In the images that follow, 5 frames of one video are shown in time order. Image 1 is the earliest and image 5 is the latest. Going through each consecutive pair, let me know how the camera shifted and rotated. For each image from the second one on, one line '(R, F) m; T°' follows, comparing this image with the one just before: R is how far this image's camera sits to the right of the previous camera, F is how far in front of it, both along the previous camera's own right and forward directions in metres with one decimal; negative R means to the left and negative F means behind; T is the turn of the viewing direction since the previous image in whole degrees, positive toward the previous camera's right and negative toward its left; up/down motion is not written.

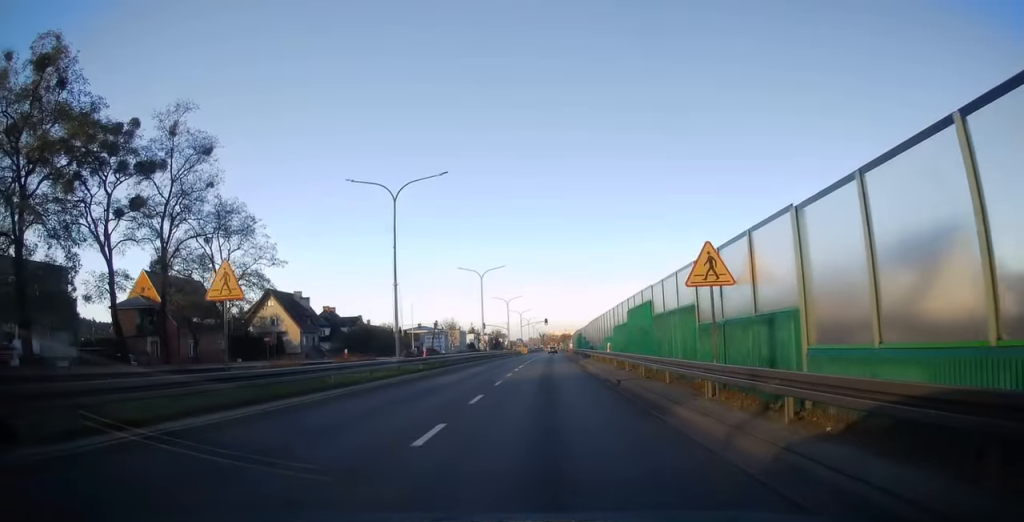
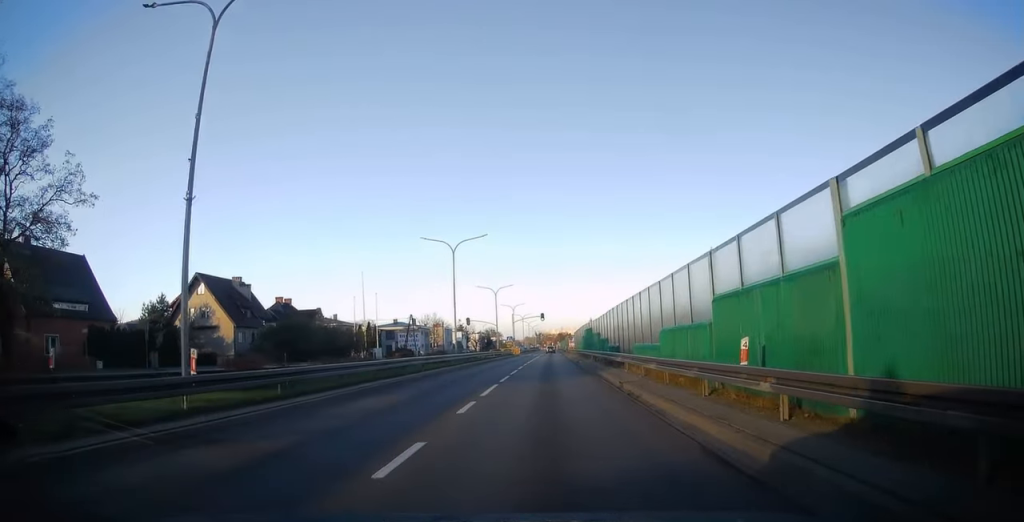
(0.0, +19.9) m; 0°
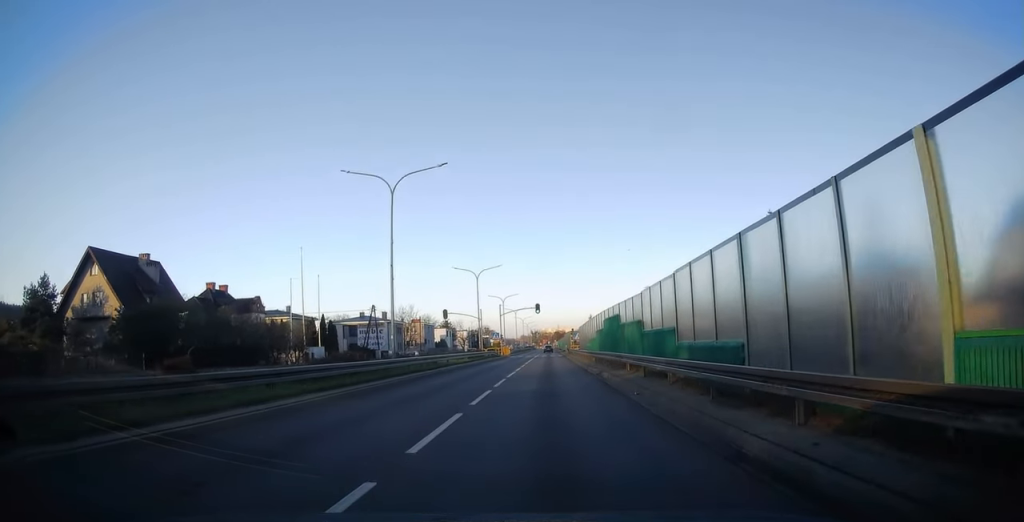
(+0.3, +20.5) m; +1°
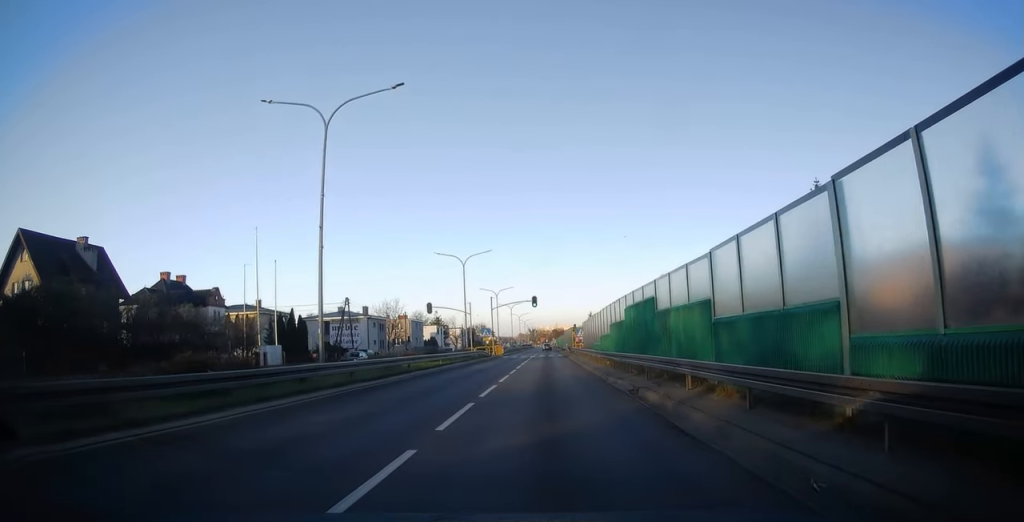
(+0.3, +10.1) m; 0°
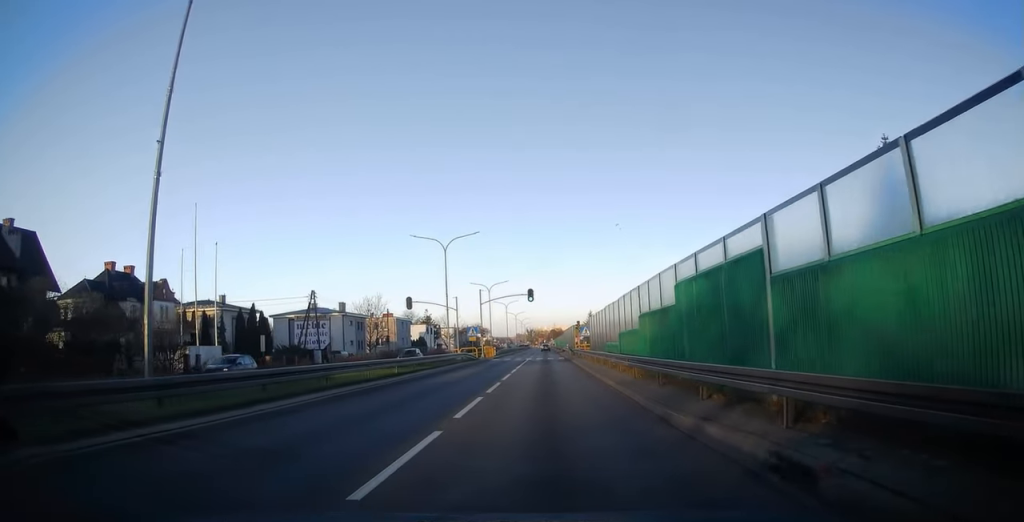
(-0.3, +10.1) m; 0°
